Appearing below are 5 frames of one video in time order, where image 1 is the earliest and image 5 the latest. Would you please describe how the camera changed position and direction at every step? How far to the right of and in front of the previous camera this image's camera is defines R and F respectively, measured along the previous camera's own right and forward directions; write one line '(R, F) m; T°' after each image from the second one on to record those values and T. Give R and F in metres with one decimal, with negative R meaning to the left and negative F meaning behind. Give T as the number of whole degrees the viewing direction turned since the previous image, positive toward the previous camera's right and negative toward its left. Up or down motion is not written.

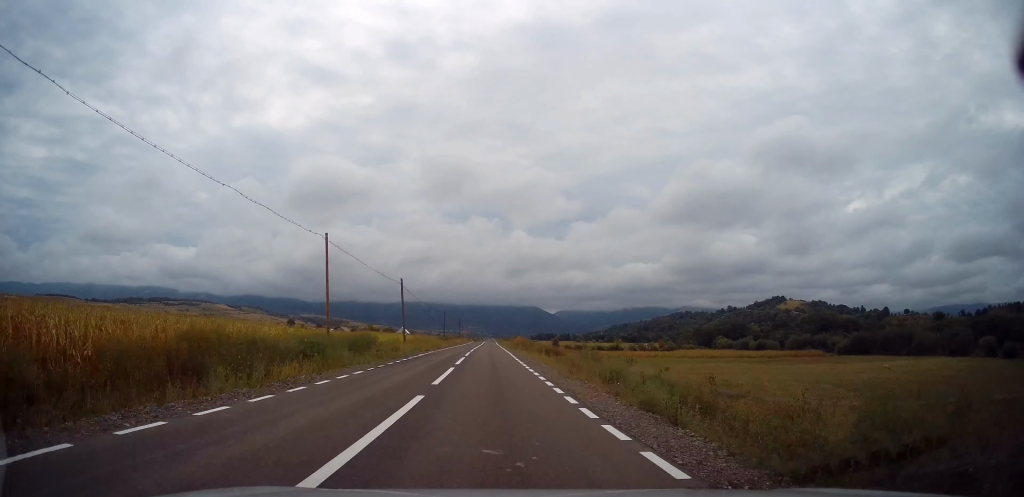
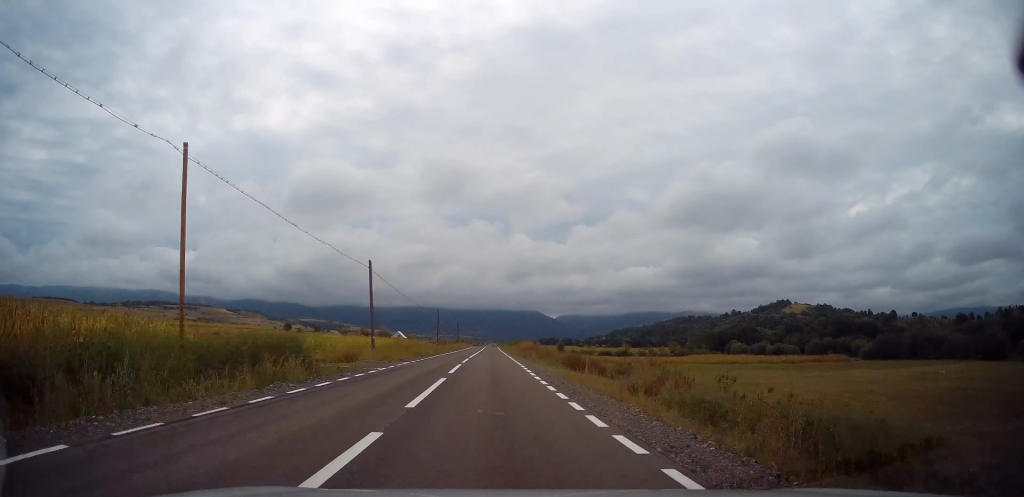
(+0.2, +14.4) m; 0°
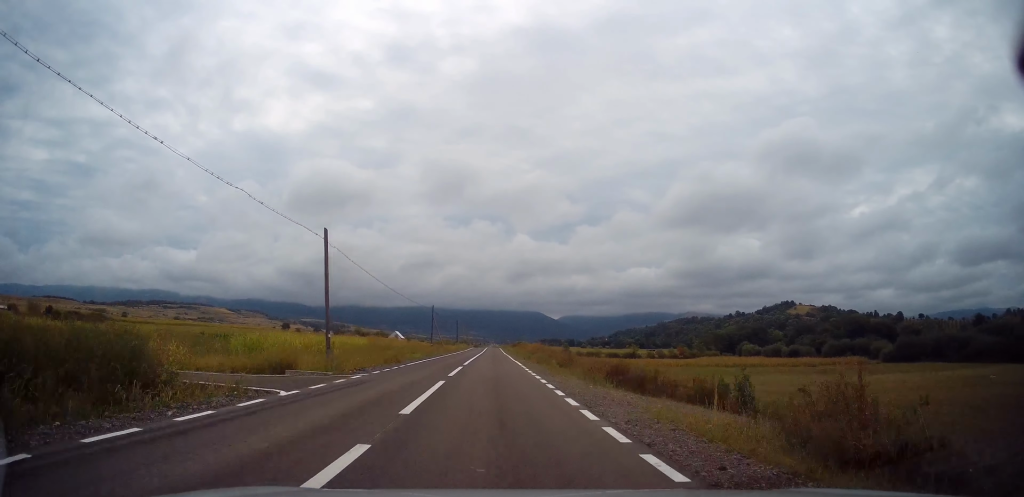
(+0.1, +10.9) m; 0°
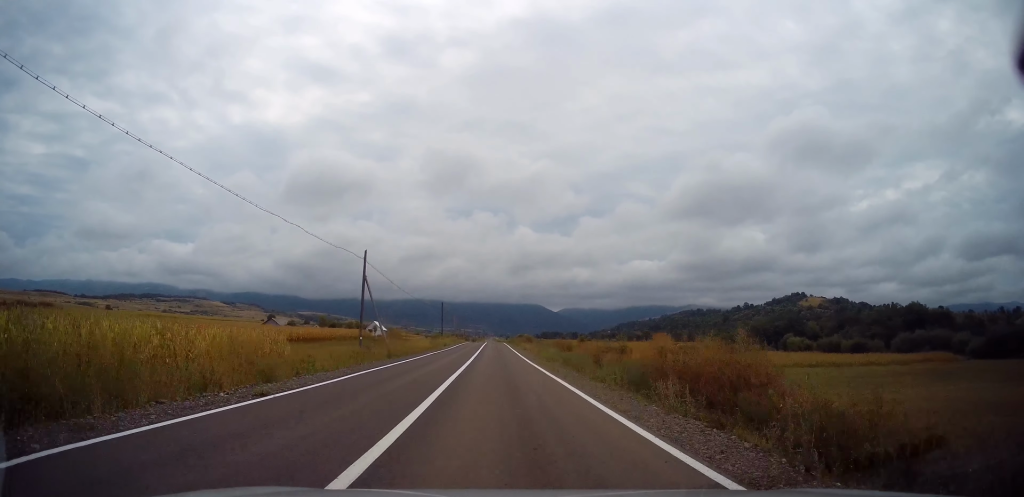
(-0.5, +41.0) m; -1°
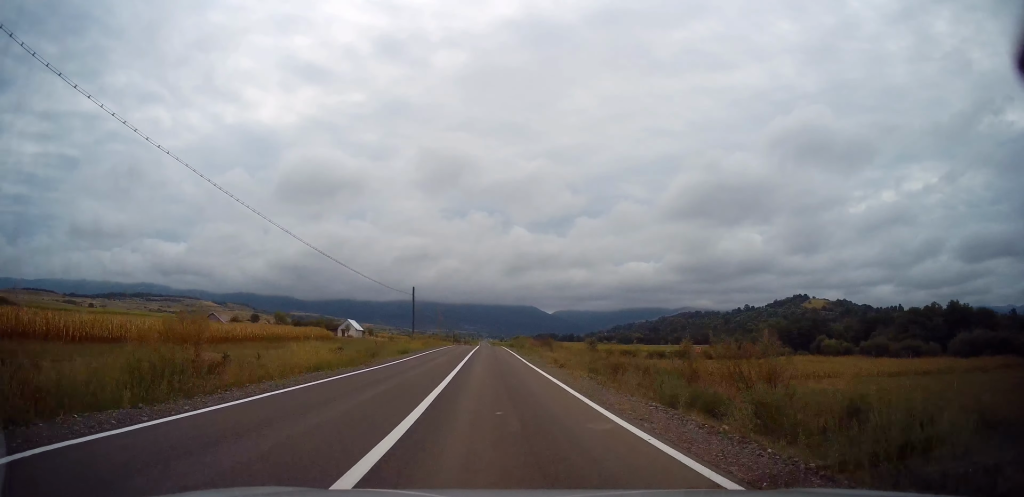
(0.0, +28.1) m; 0°
